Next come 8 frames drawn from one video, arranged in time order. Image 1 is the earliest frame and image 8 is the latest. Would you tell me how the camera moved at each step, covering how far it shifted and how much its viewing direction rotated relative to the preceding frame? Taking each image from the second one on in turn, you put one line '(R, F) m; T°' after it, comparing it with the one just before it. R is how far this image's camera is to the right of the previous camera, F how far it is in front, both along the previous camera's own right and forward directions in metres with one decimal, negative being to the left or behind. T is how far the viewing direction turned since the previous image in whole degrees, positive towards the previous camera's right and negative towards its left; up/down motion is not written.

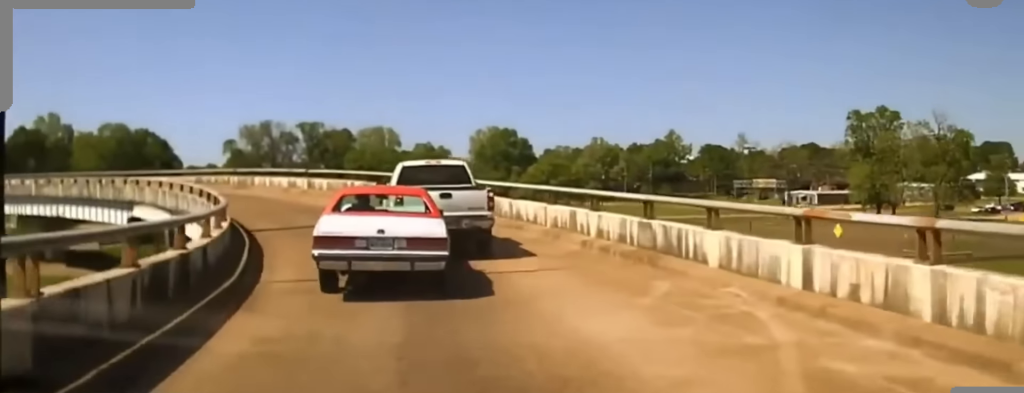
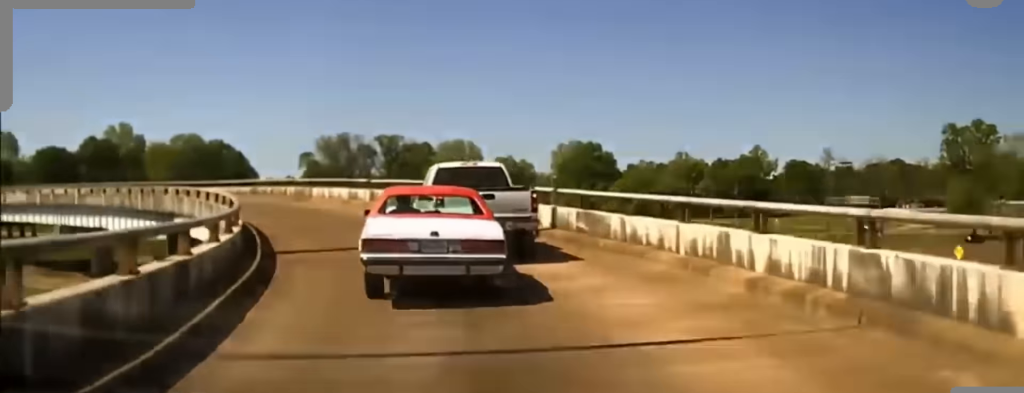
(-0.3, +6.2) m; -4°
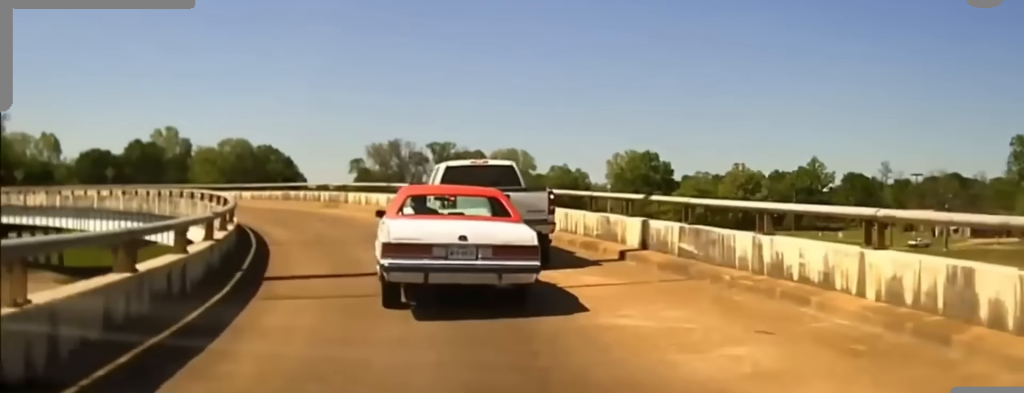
(-0.1, +5.6) m; -5°
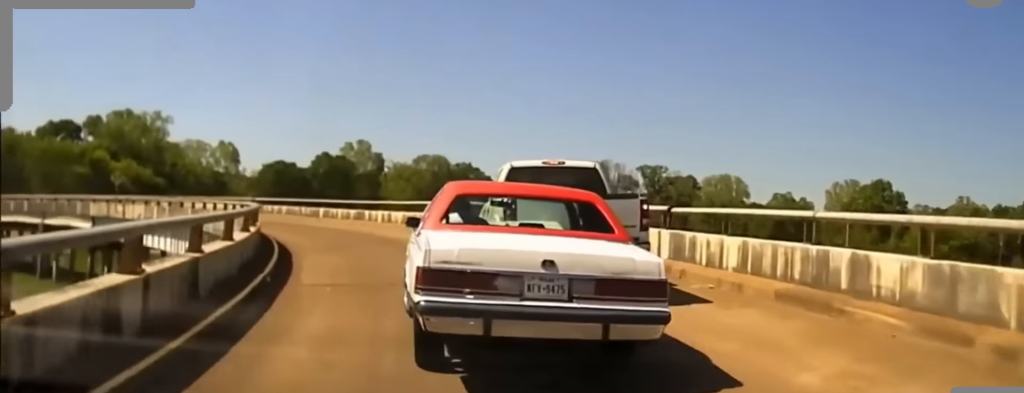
(-2.1, +15.1) m; -13°
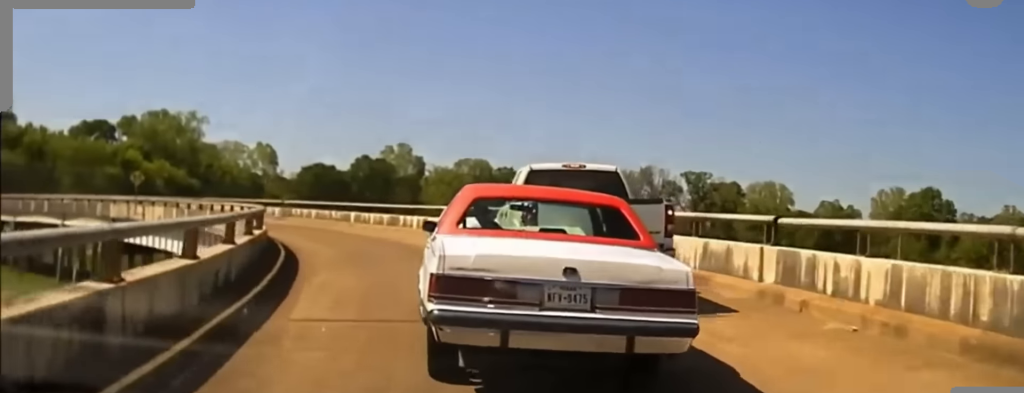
(-0.1, +4.0) m; -2°
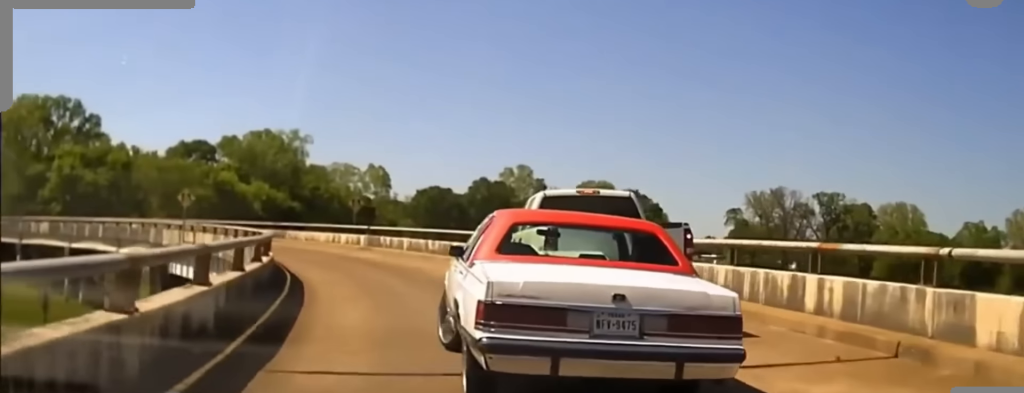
(-0.9, +13.5) m; -10°
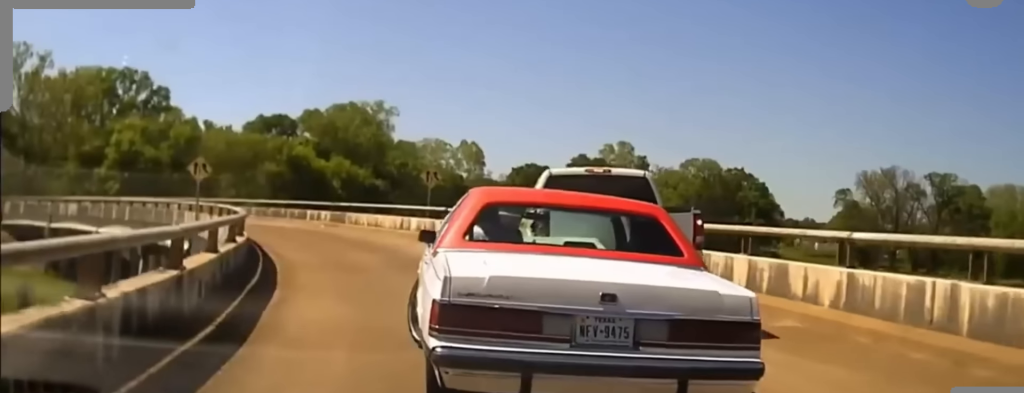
(-1.1, +13.5) m; -8°
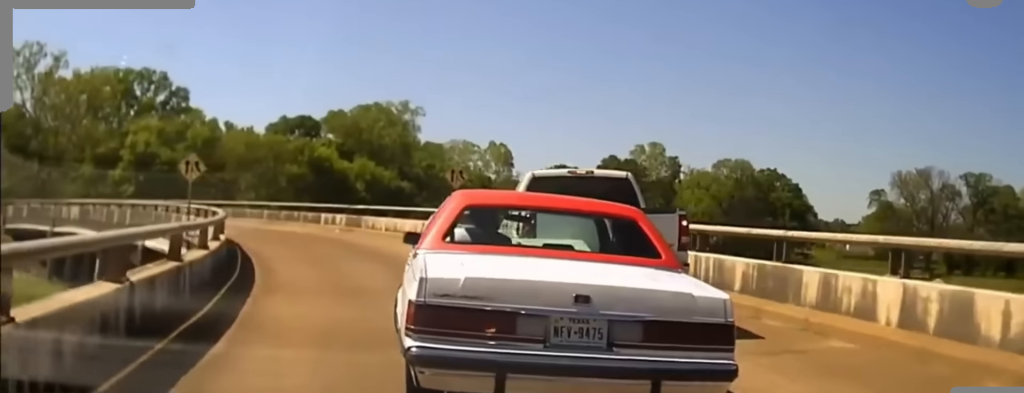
(-0.4, +6.1) m; -5°
